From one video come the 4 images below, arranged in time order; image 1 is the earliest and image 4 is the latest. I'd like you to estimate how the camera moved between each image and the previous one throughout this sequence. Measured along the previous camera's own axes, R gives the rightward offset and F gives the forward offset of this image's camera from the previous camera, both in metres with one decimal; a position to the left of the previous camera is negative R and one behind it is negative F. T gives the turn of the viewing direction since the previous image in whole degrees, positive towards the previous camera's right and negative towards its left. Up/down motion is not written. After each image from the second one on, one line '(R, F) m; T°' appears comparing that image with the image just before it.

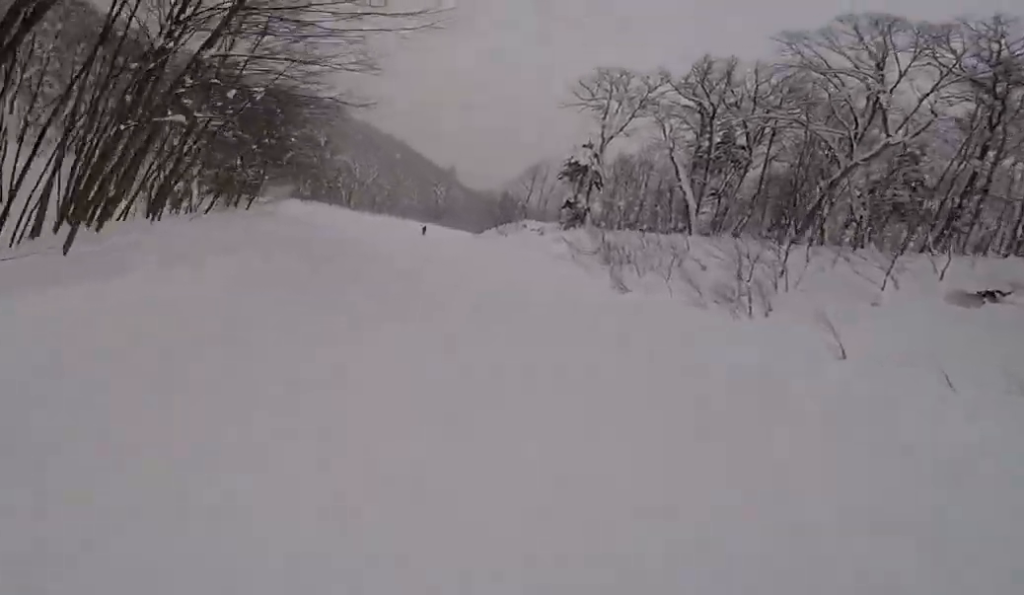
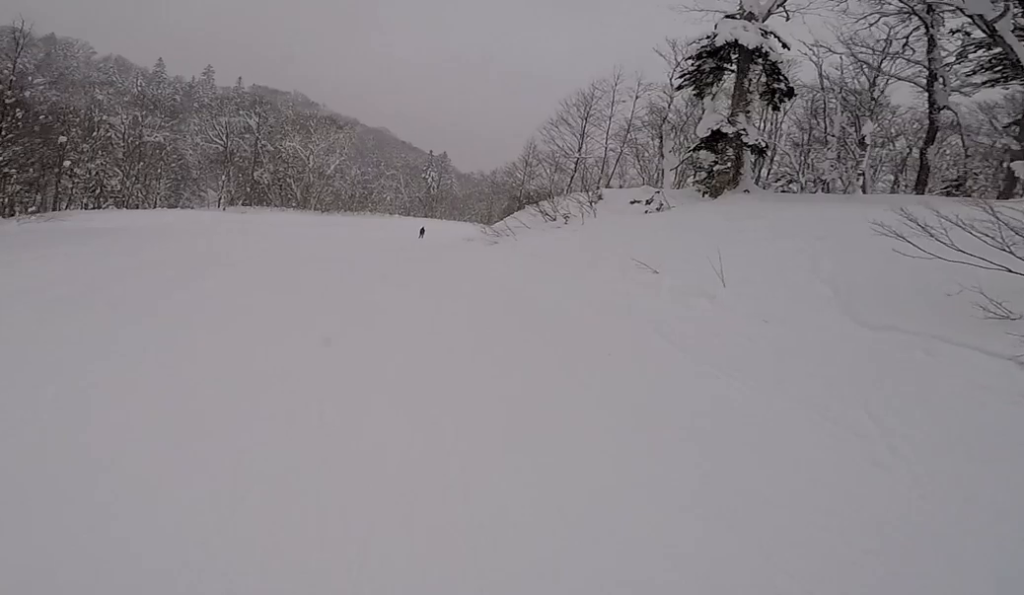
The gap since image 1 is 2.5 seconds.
(-4.4, +30.9) m; -8°
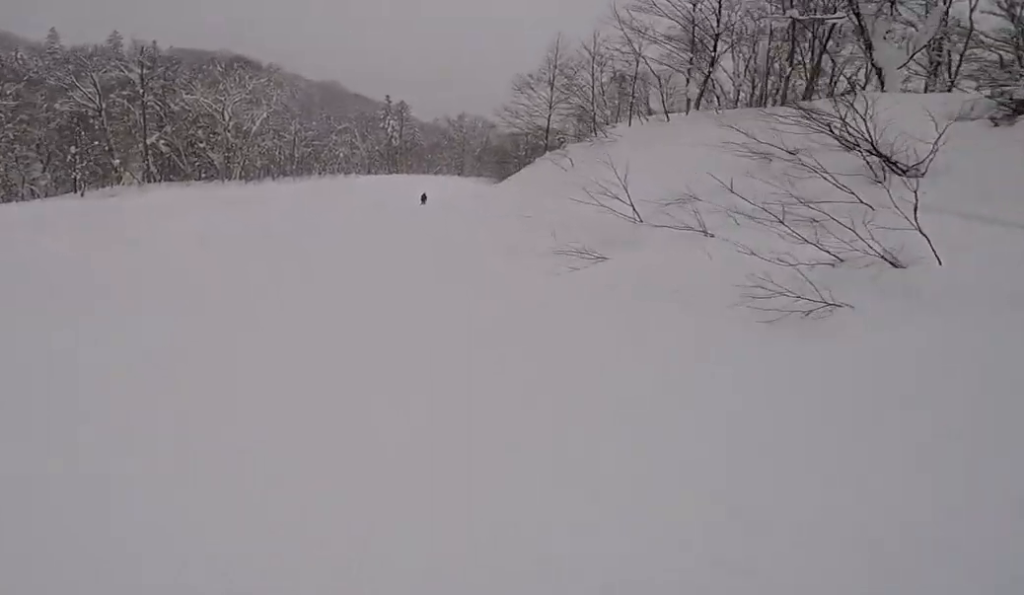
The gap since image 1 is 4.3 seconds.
(-0.1, +20.8) m; +5°
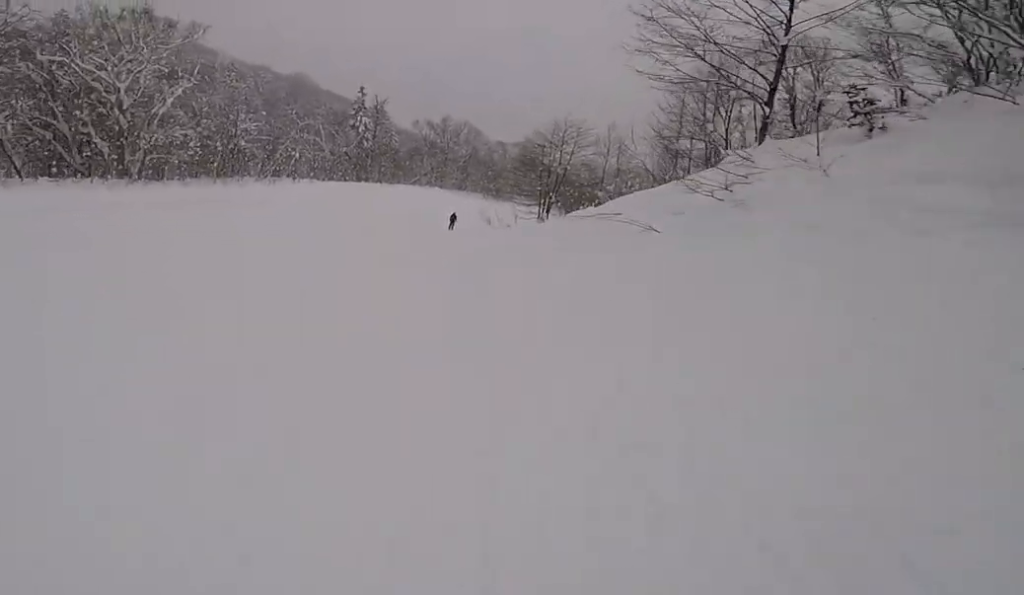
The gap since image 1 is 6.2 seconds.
(-0.2, +20.5) m; -1°
